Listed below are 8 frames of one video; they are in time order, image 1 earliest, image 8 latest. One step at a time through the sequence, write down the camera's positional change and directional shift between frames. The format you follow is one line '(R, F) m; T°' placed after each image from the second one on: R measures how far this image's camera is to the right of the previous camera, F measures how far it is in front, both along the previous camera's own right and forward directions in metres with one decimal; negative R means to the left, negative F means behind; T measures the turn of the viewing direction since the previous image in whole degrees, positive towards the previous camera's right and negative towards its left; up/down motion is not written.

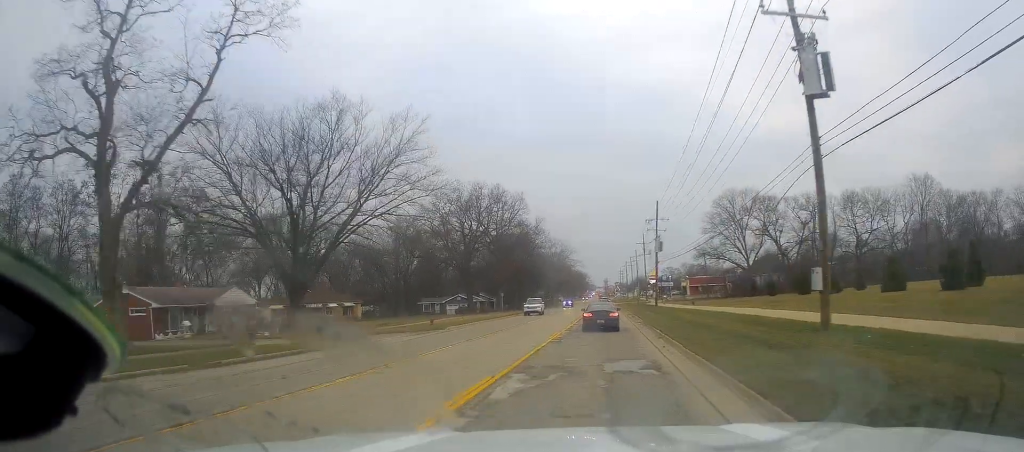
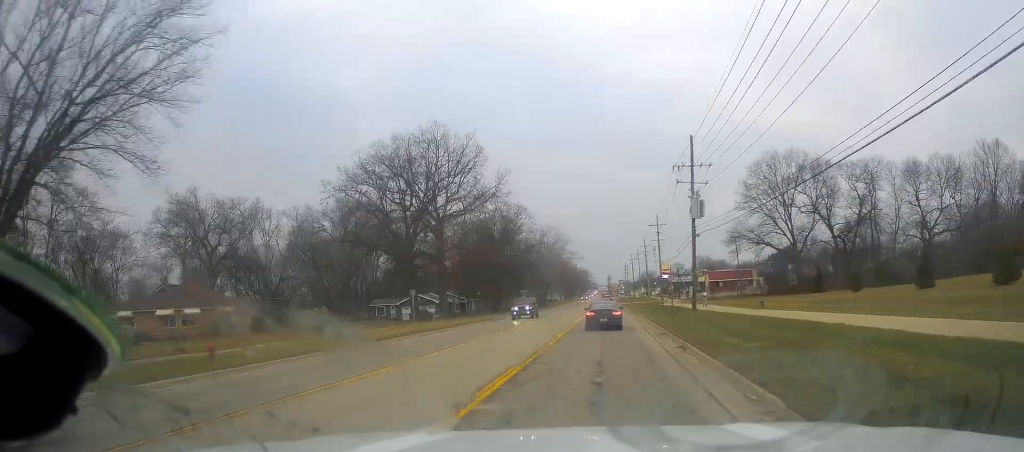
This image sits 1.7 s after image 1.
(0.0, +30.2) m; -1°
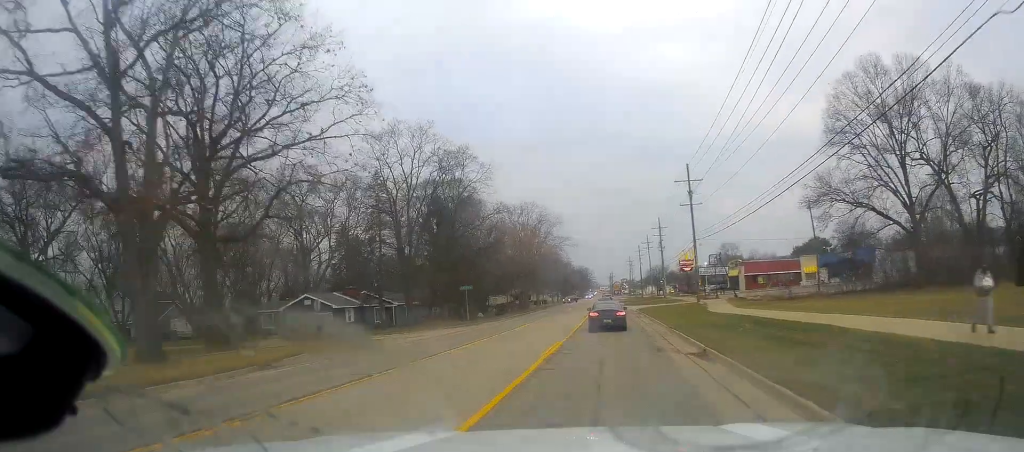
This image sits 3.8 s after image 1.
(-1.2, +37.9) m; -3°
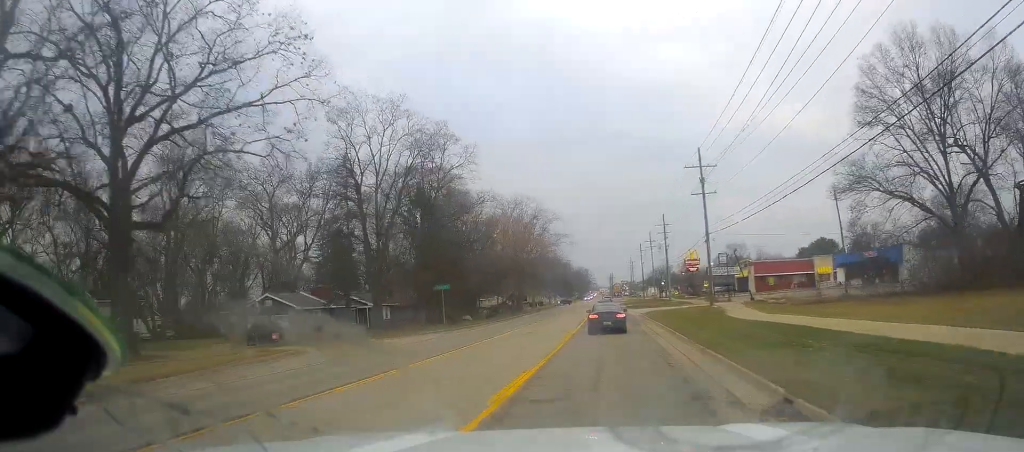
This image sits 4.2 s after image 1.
(0.0, +7.7) m; 0°
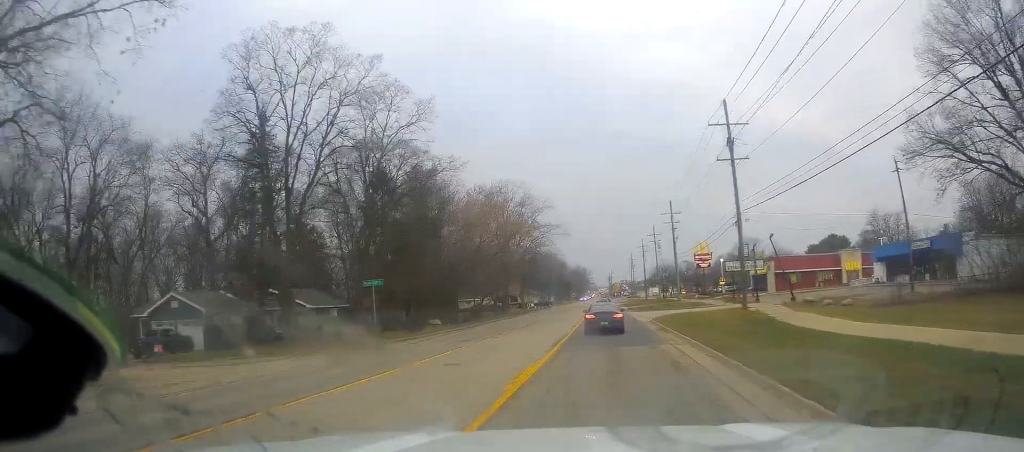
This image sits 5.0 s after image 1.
(0.0, +13.6) m; +1°
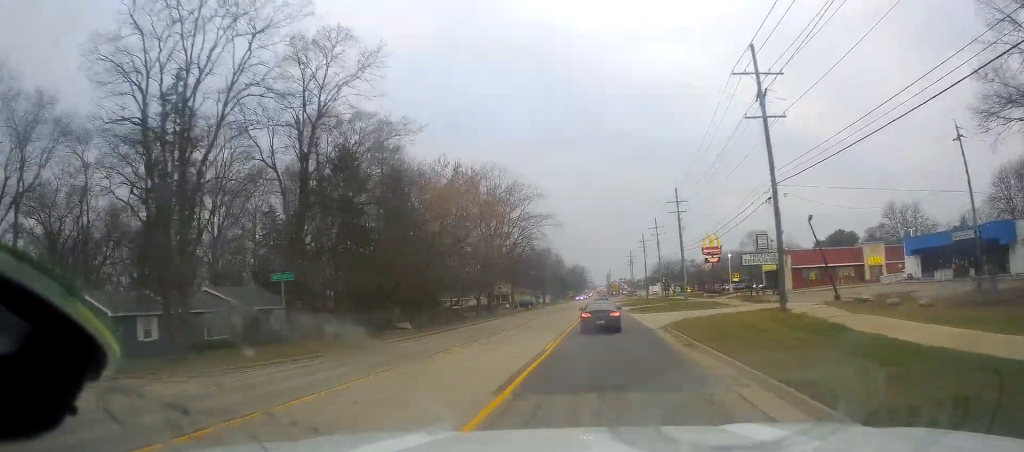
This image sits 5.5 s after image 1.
(0.0, +9.5) m; +1°
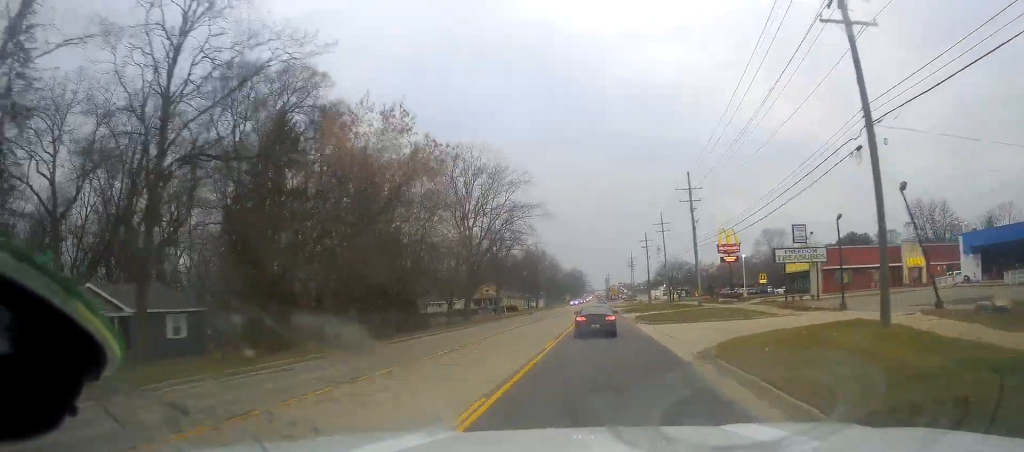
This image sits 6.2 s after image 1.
(+0.4, +12.3) m; 0°
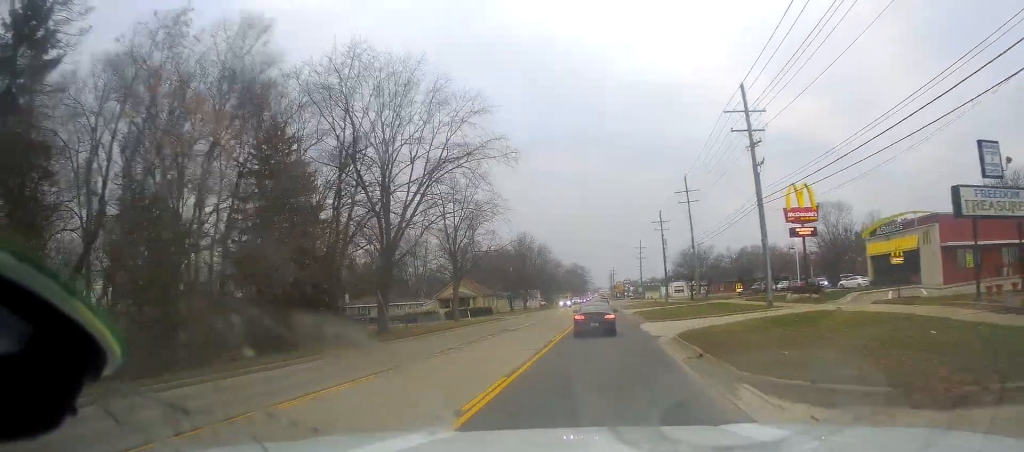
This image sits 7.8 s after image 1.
(-0.2, +26.8) m; 0°
